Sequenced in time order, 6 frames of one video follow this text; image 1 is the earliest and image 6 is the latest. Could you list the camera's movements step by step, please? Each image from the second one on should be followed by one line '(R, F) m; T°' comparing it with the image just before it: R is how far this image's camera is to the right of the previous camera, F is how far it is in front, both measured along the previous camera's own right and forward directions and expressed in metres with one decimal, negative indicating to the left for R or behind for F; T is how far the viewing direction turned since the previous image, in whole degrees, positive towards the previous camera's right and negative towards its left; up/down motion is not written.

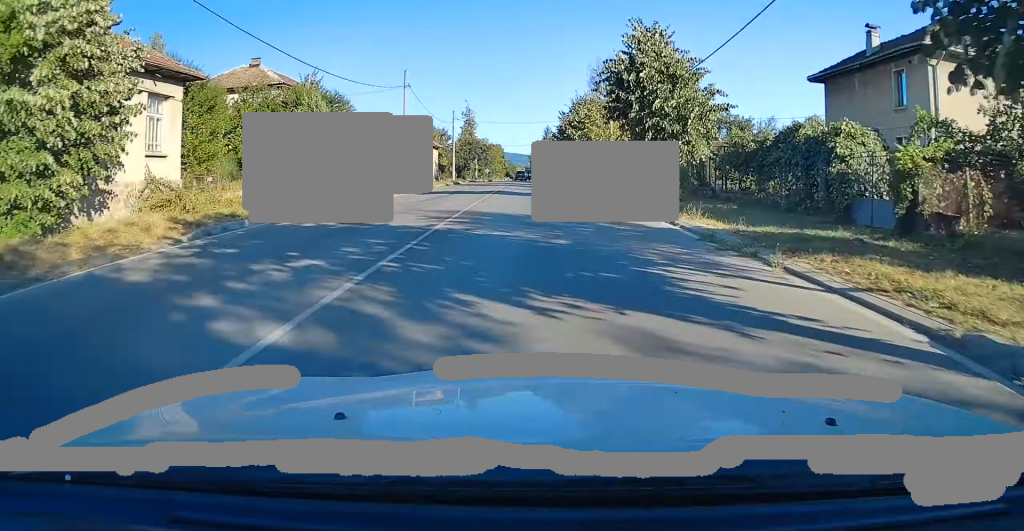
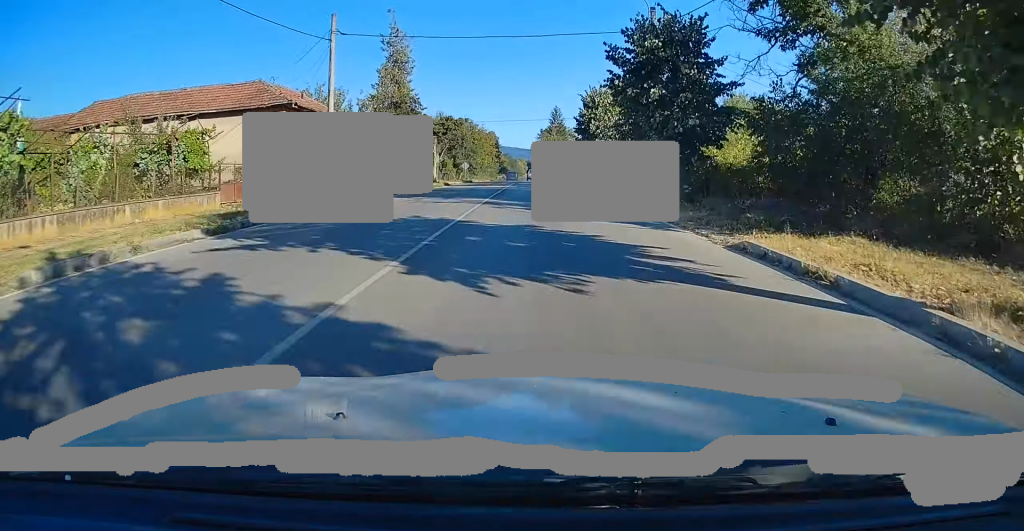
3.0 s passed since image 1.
(-0.2, +45.8) m; -1°
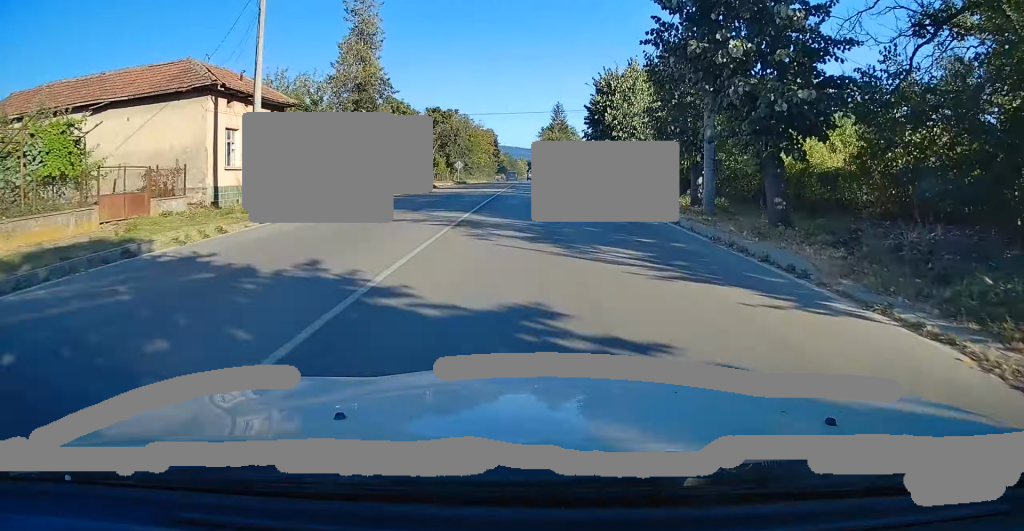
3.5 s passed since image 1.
(-0.1, +7.7) m; 0°
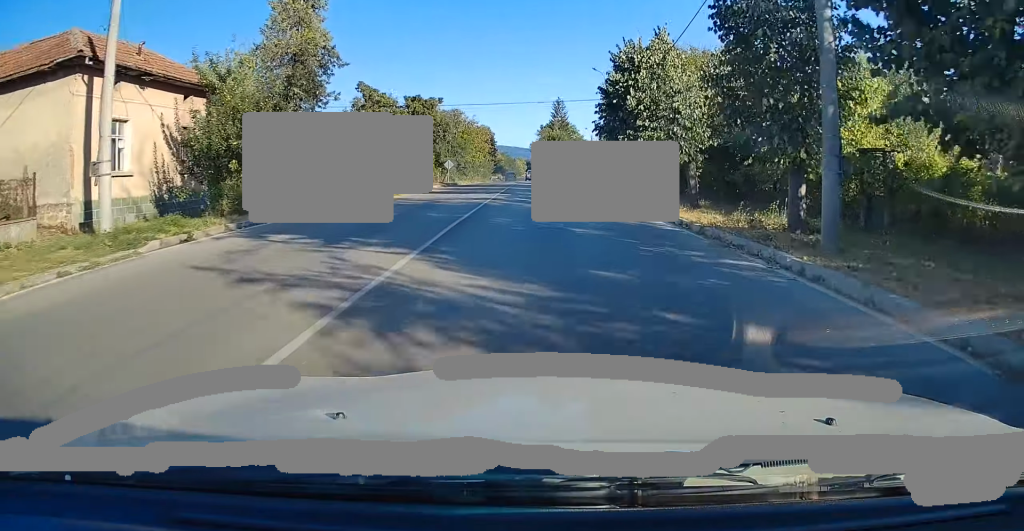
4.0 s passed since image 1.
(+0.1, +7.8) m; 0°
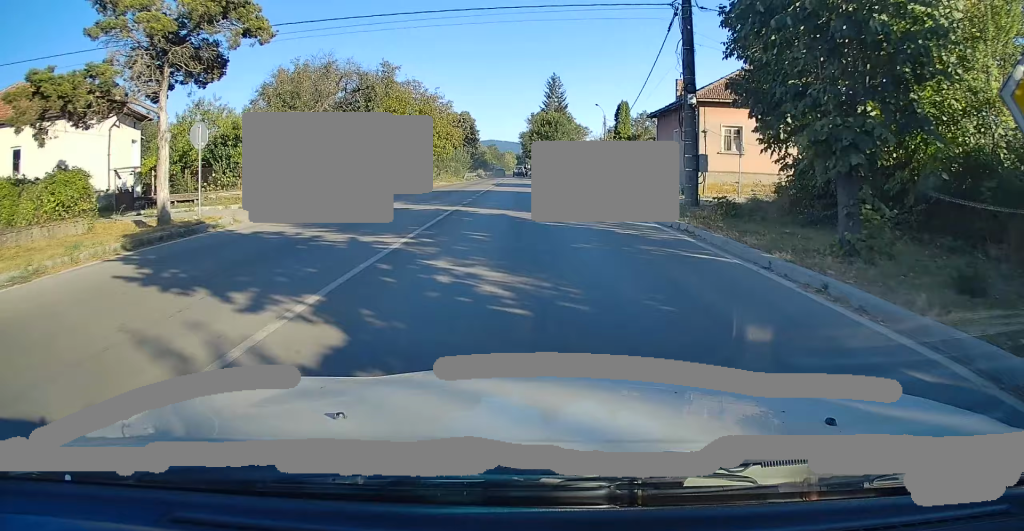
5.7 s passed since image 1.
(+0.2, +25.5) m; +1°
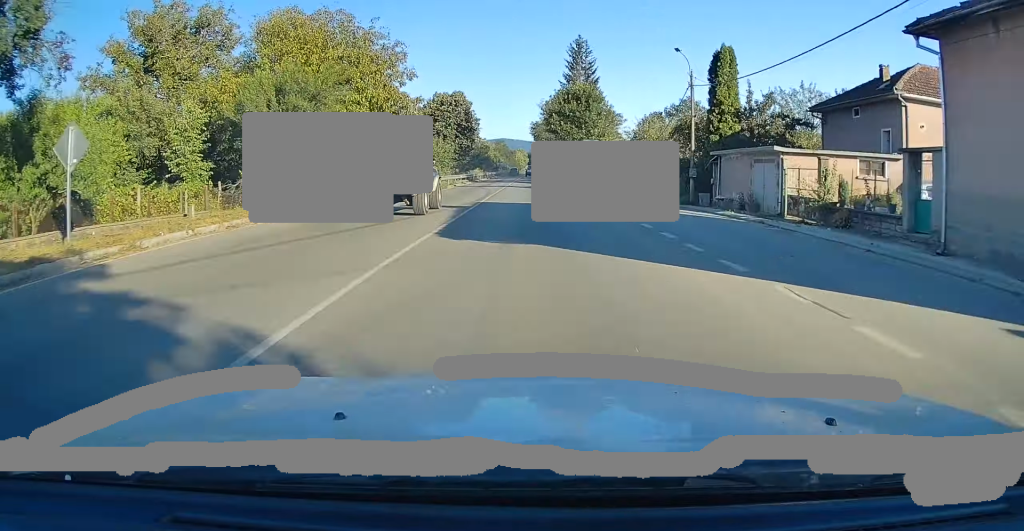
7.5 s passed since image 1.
(-0.1, +29.0) m; -1°
